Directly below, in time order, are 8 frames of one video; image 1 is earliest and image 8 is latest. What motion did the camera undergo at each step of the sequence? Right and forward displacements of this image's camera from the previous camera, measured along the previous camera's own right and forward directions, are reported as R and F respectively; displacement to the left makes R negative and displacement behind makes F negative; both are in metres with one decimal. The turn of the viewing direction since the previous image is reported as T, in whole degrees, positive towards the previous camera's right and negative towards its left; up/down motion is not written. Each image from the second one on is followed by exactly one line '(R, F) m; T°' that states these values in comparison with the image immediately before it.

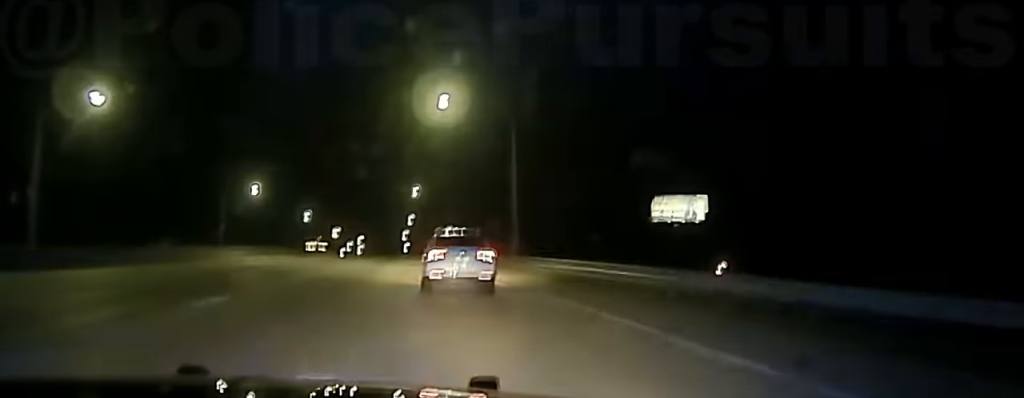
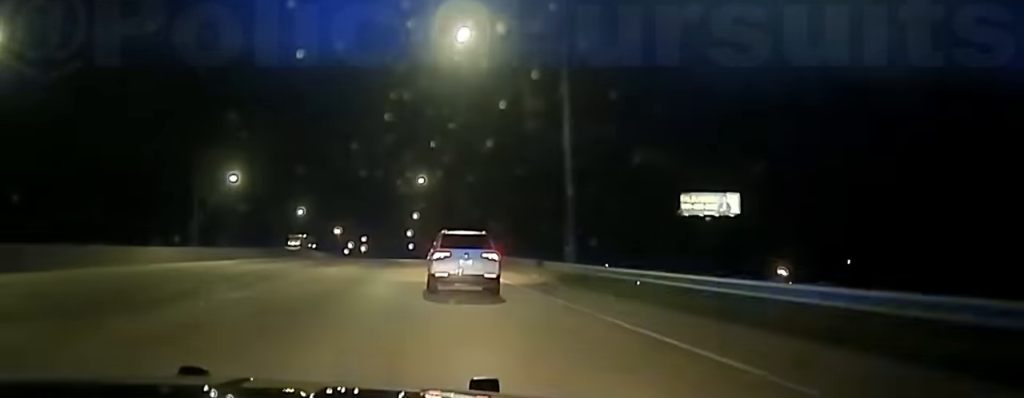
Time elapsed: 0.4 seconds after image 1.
(+0.1, +20.9) m; 0°
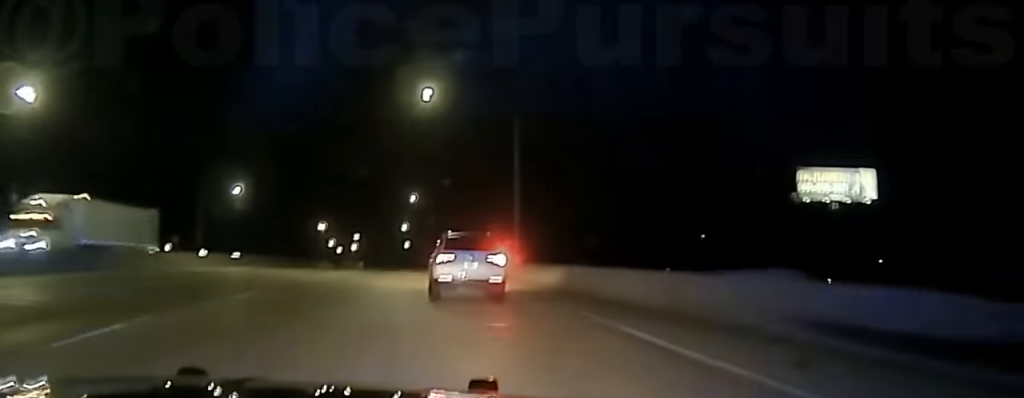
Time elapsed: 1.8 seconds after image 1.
(-0.5, +67.0) m; 0°
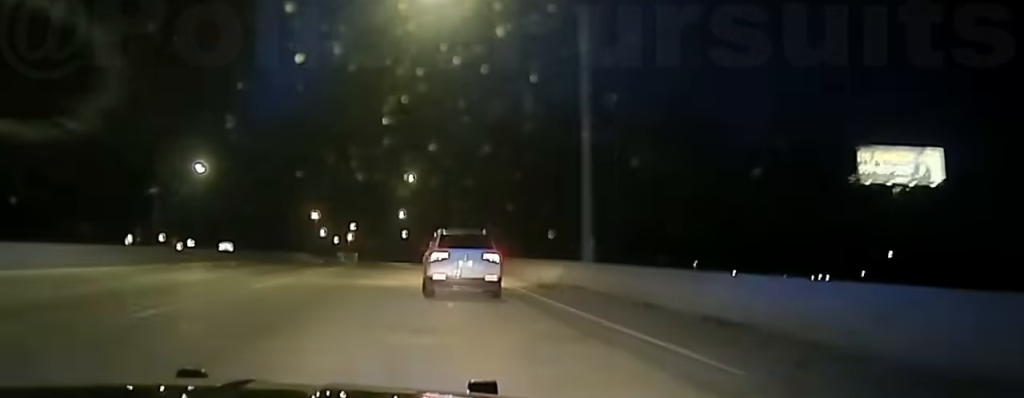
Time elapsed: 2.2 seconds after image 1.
(0.0, +21.7) m; 0°
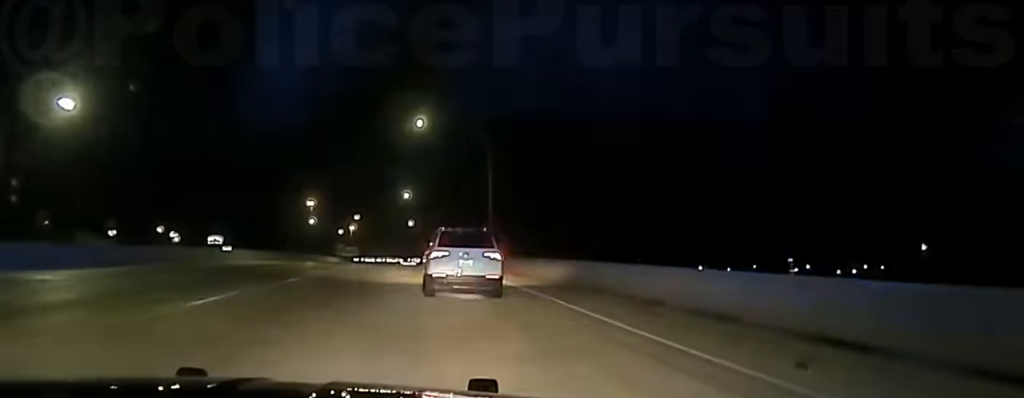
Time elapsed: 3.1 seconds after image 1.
(+0.5, +45.2) m; 0°
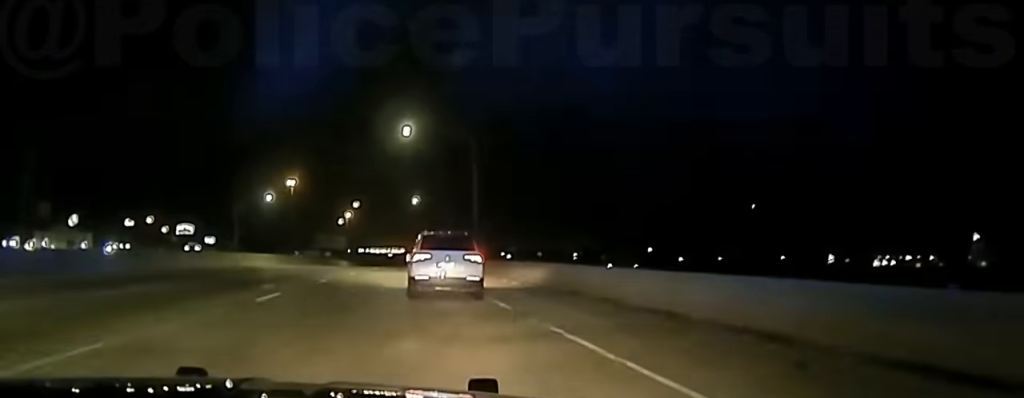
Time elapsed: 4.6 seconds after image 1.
(-0.5, +72.6) m; 0°
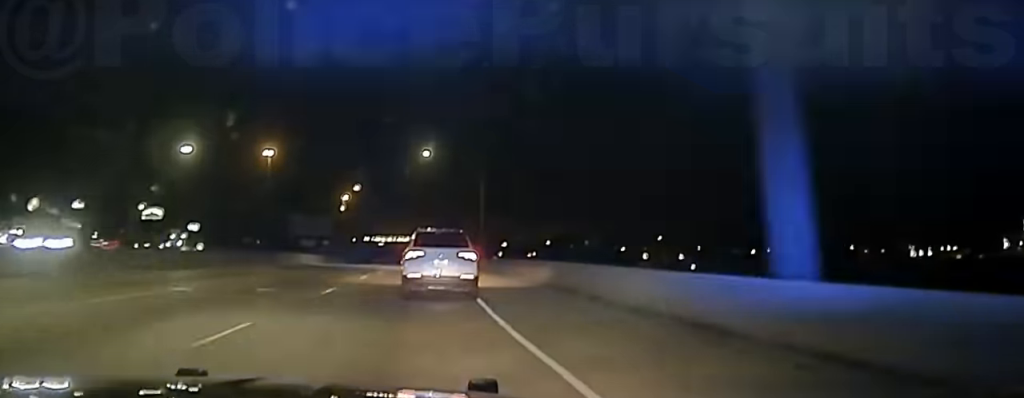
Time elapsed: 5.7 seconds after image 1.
(0.0, +61.5) m; 0°
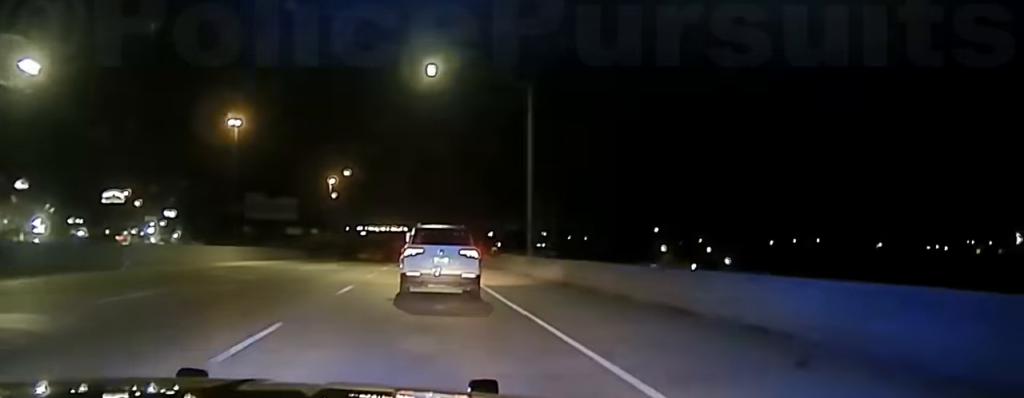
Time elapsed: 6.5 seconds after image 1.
(0.0, +36.4) m; 0°
